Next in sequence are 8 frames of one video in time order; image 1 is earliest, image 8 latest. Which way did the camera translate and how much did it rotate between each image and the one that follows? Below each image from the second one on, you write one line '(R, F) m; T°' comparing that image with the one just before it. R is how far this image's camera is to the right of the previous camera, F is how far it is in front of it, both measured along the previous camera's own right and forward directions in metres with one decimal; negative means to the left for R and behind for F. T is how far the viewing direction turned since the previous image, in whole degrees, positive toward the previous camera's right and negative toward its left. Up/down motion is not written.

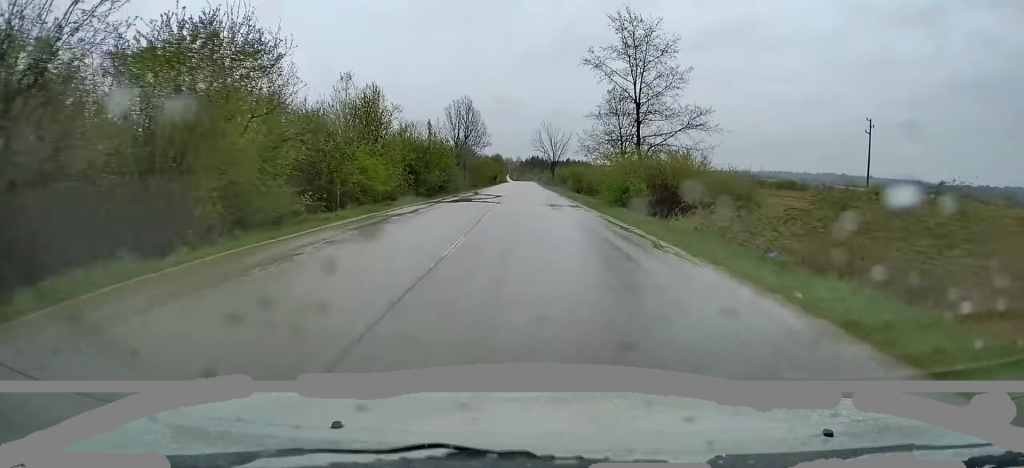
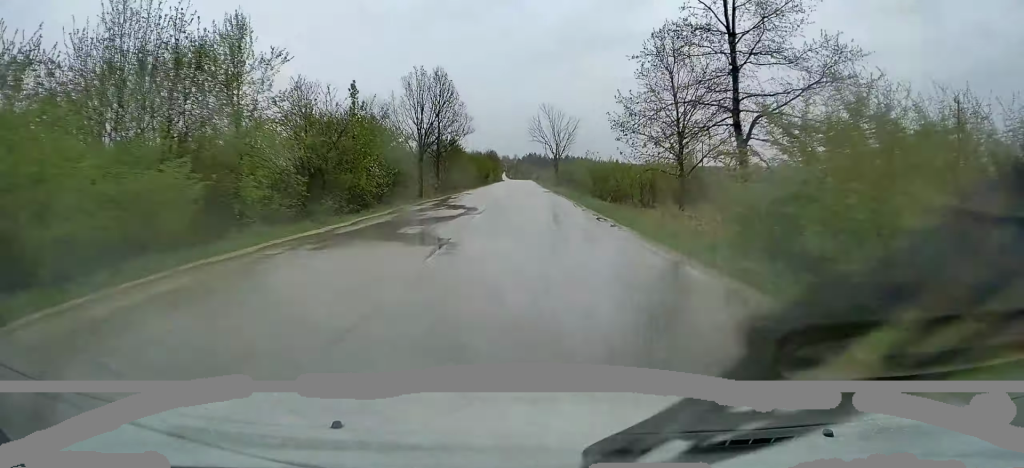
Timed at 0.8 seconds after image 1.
(+0.2, +18.7) m; +1°
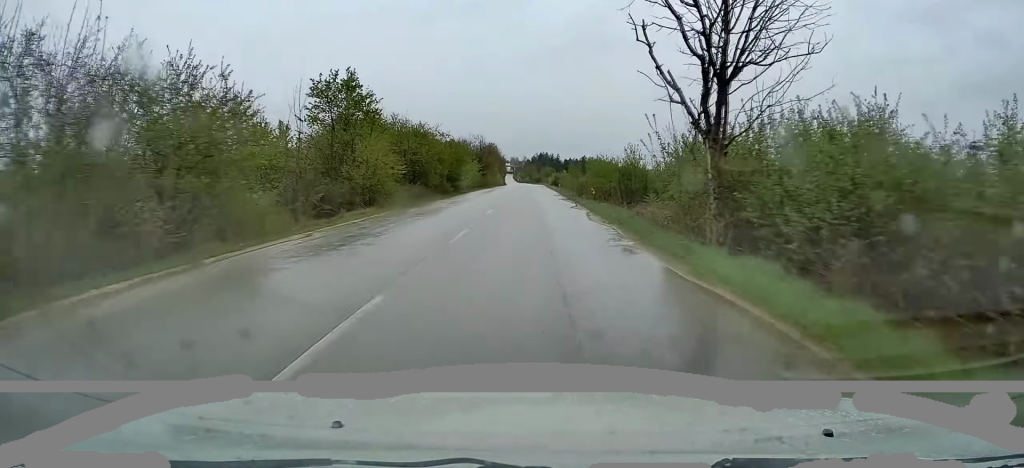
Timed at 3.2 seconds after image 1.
(-0.6, +58.5) m; -1°
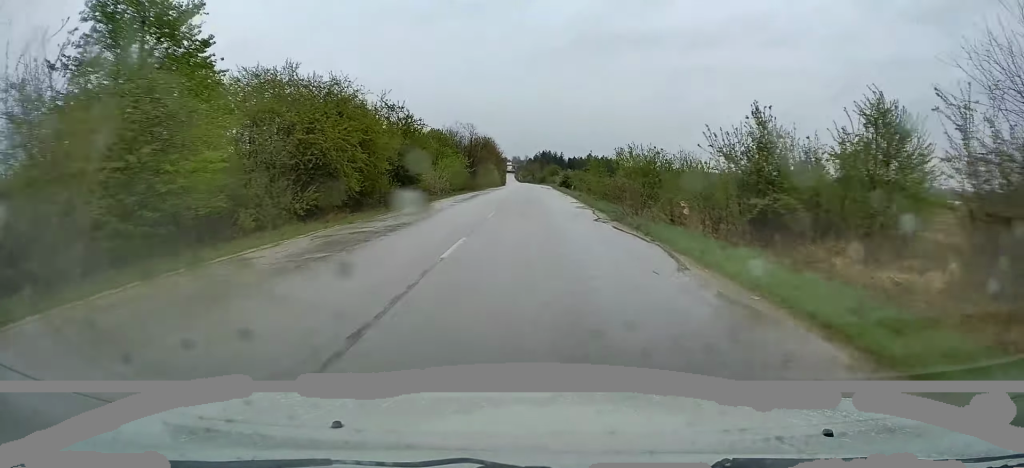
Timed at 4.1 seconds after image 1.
(0.0, +20.4) m; 0°
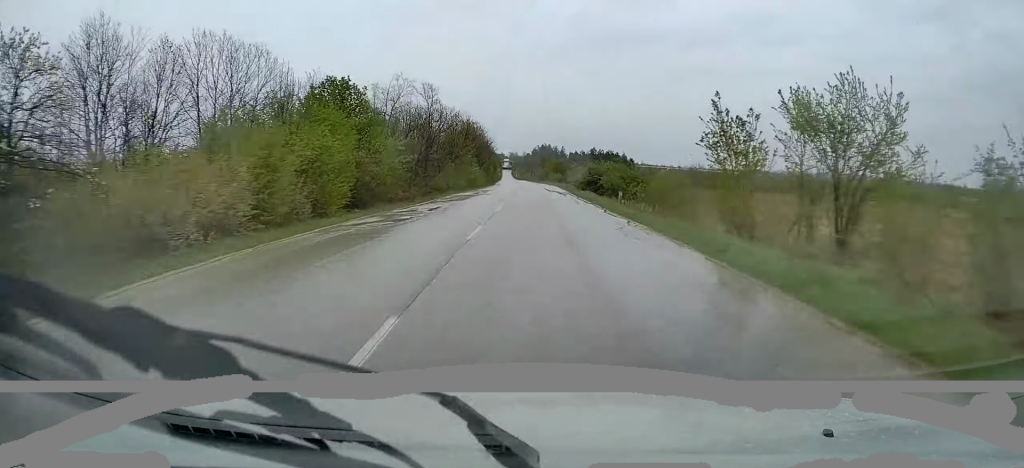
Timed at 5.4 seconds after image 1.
(0.0, +33.7) m; -1°
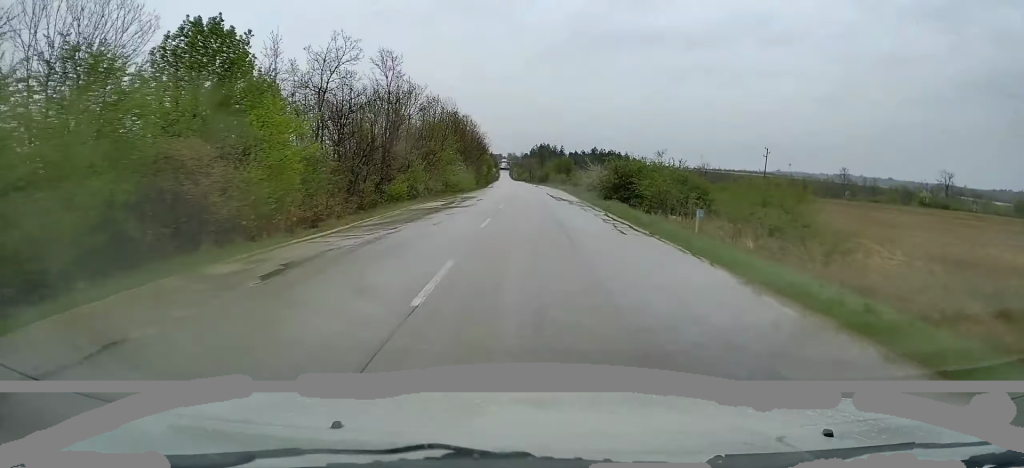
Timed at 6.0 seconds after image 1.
(-0.1, +14.0) m; 0°
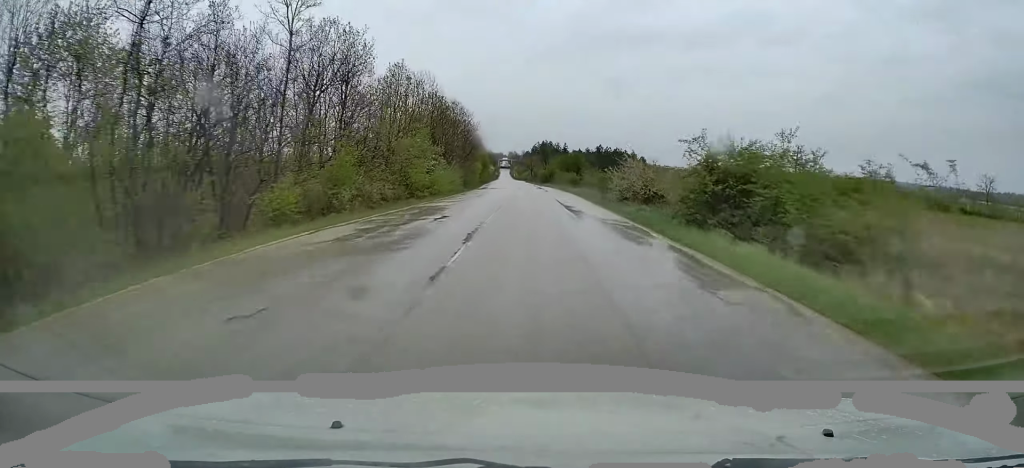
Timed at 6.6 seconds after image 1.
(-0.1, +15.5) m; +1°
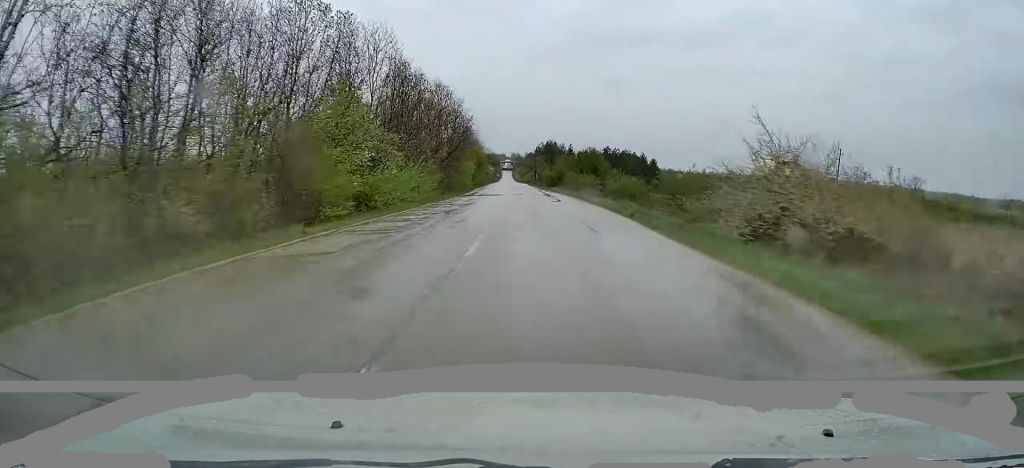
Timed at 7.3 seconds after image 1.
(+0.2, +16.4) m; 0°
